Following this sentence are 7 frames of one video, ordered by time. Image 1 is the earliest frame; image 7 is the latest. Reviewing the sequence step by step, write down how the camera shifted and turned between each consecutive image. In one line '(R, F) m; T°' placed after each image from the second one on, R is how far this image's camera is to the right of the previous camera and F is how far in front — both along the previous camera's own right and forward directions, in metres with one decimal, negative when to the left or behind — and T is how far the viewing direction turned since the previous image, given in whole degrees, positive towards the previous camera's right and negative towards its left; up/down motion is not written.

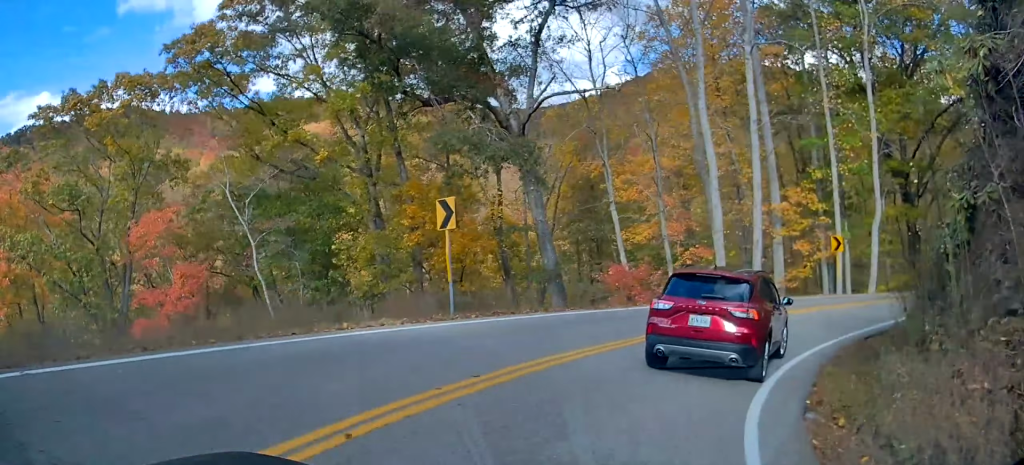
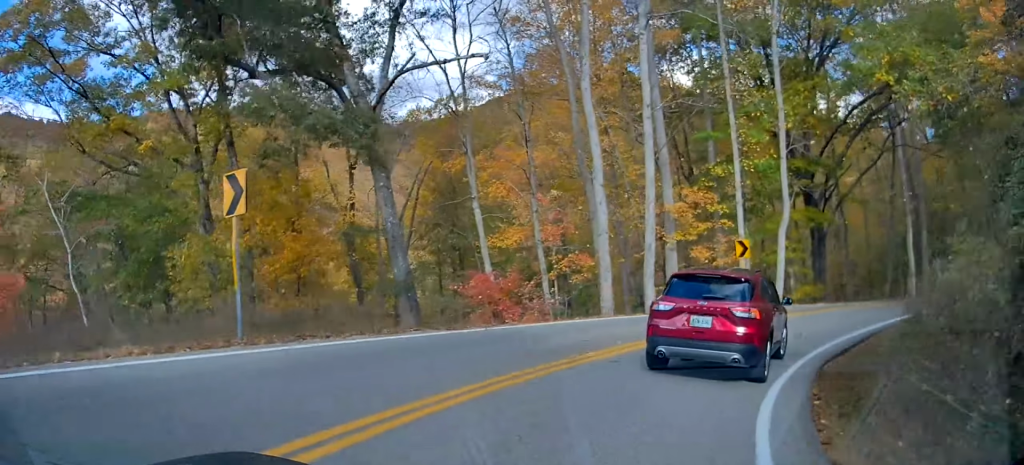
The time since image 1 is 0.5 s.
(+0.1, +4.7) m; +5°
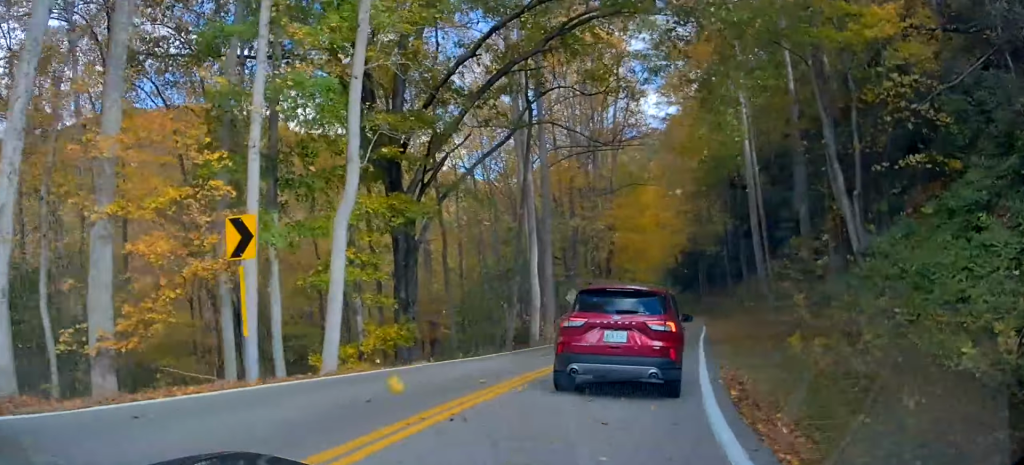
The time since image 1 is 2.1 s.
(+3.2, +14.5) m; +30°
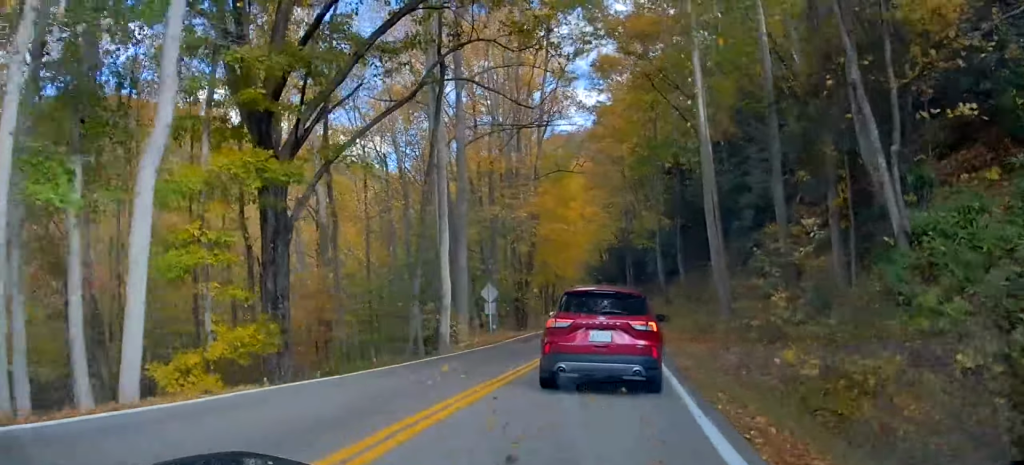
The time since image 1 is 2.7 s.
(+0.7, +5.3) m; +10°
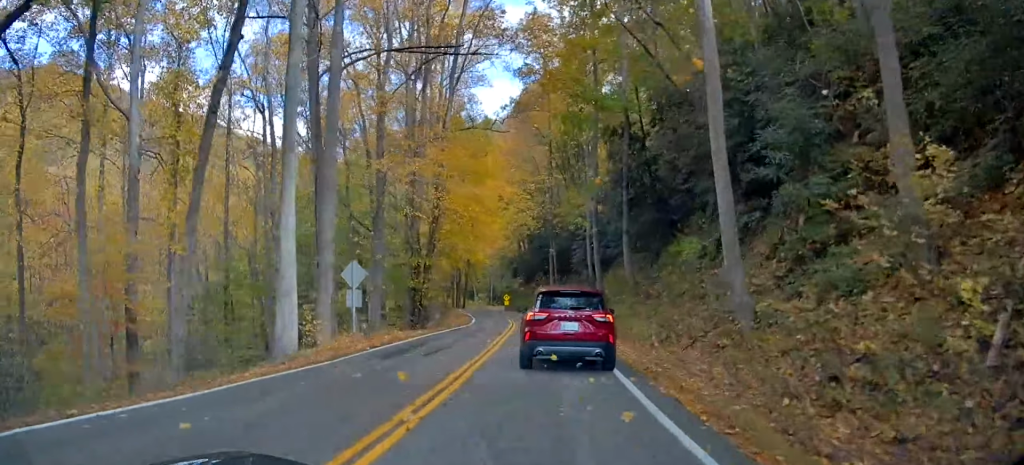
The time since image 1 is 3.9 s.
(+2.0, +12.1) m; +17°
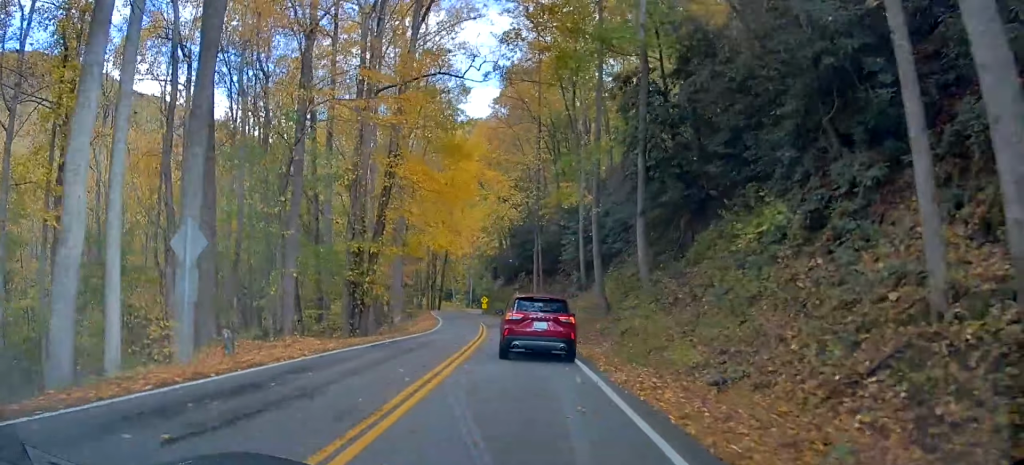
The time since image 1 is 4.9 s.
(+1.1, +11.6) m; +4°
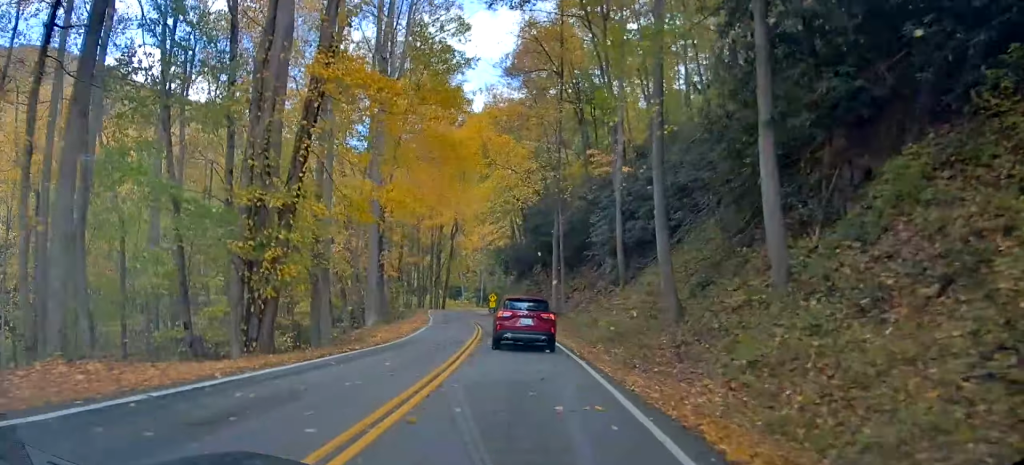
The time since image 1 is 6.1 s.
(-0.3, +15.2) m; 0°
